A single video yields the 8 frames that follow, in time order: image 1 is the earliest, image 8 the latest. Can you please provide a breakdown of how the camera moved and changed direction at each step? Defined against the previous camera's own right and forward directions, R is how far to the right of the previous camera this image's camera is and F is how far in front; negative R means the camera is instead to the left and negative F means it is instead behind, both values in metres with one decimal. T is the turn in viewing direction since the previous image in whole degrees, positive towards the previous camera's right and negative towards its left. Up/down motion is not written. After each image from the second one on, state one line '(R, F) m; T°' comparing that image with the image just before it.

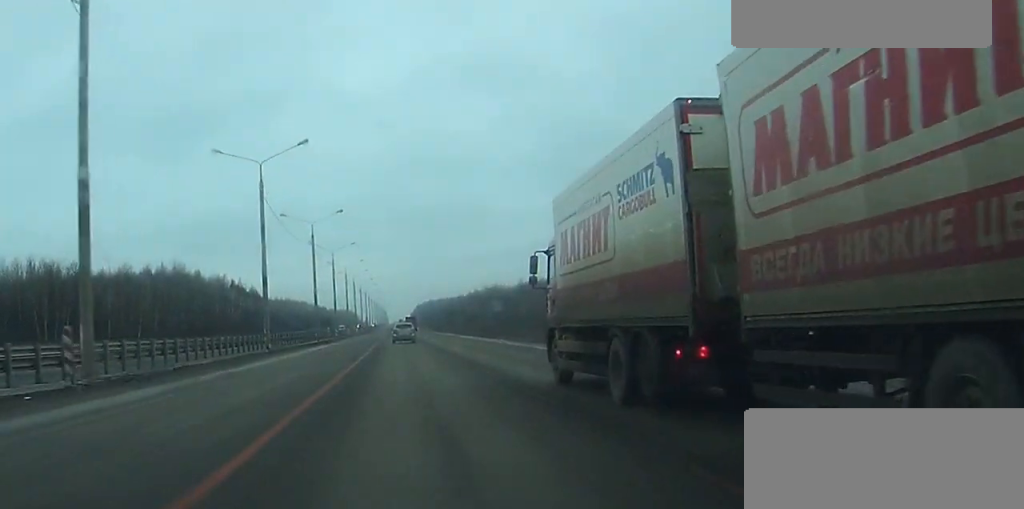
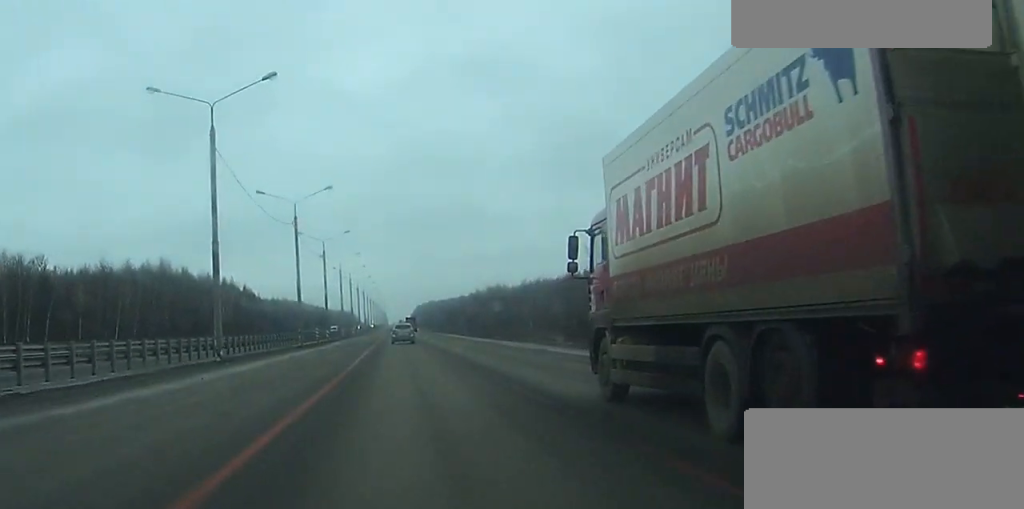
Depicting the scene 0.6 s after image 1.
(0.0, +15.4) m; 0°
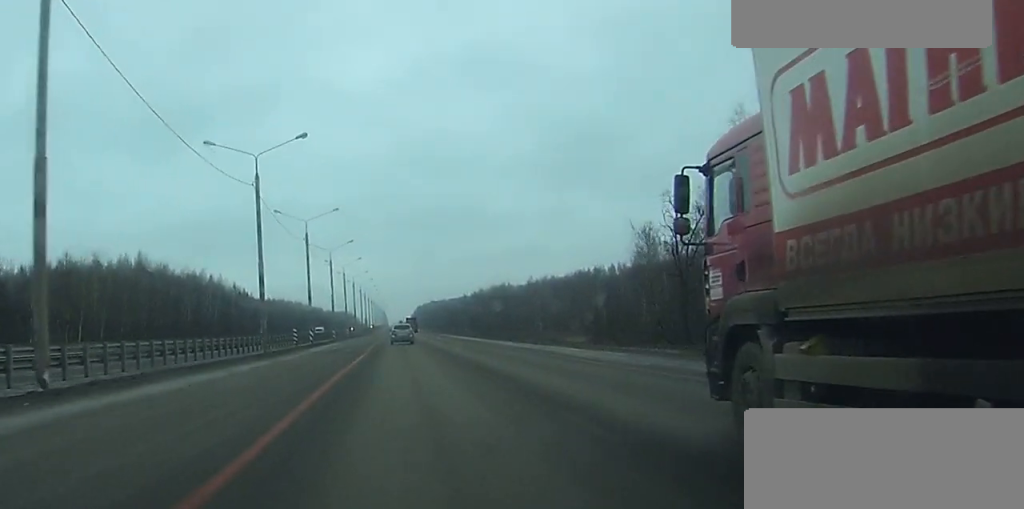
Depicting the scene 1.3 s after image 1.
(0.0, +20.9) m; 0°
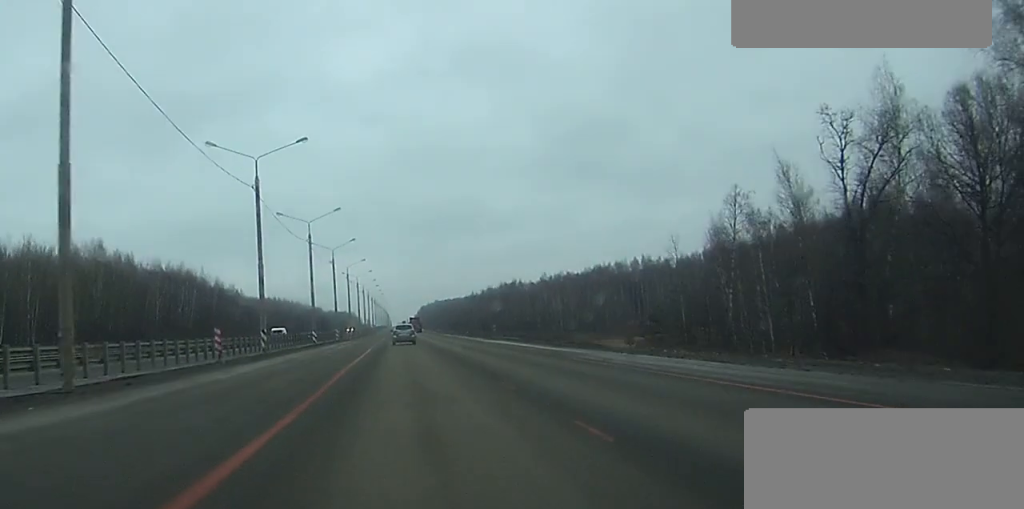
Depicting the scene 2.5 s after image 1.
(-0.1, +32.7) m; 0°
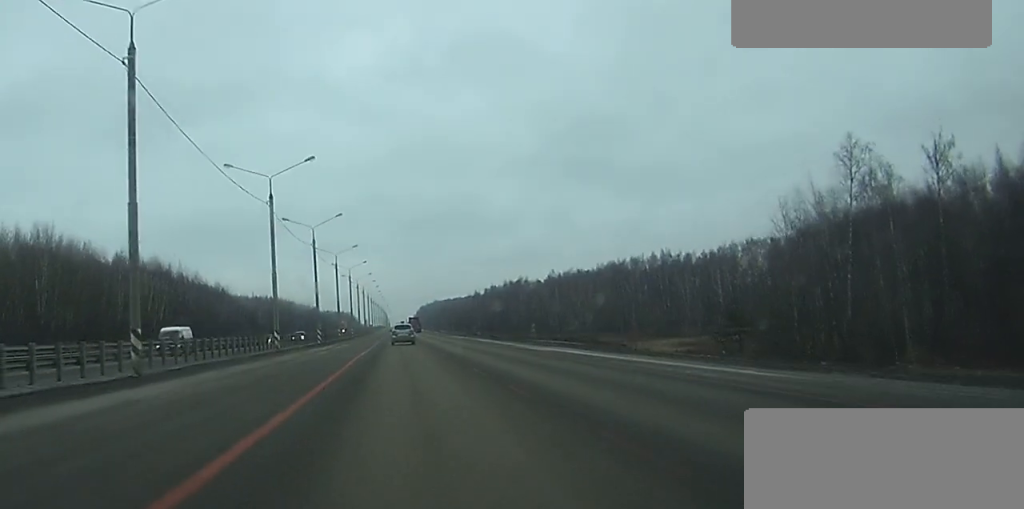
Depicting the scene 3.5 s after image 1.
(-0.1, +26.2) m; 0°
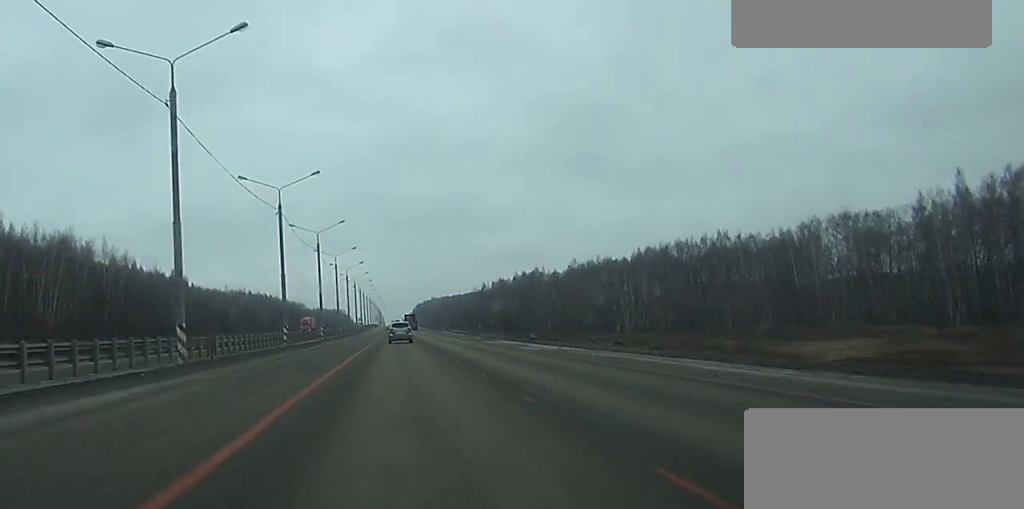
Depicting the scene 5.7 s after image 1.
(+0.3, +57.0) m; +1°
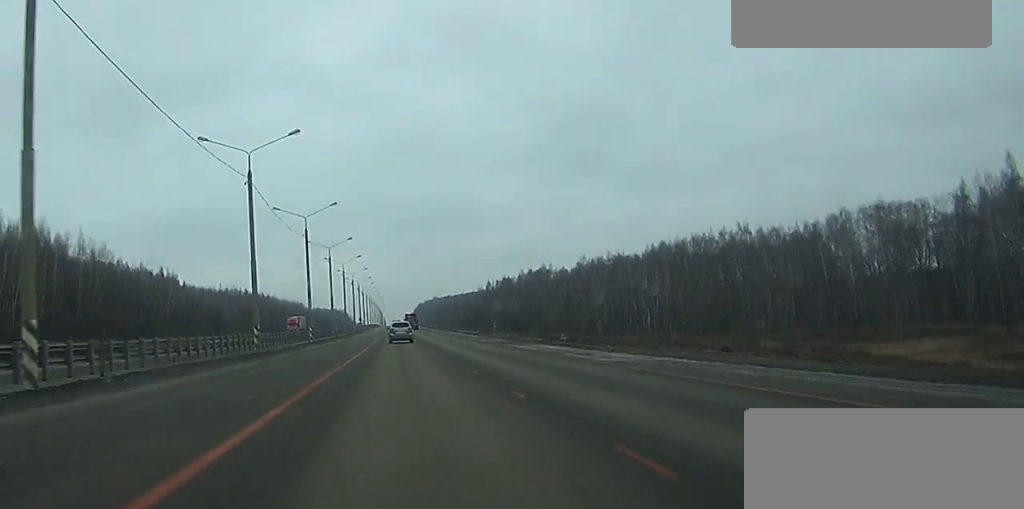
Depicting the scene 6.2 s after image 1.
(0.0, +13.3) m; 0°
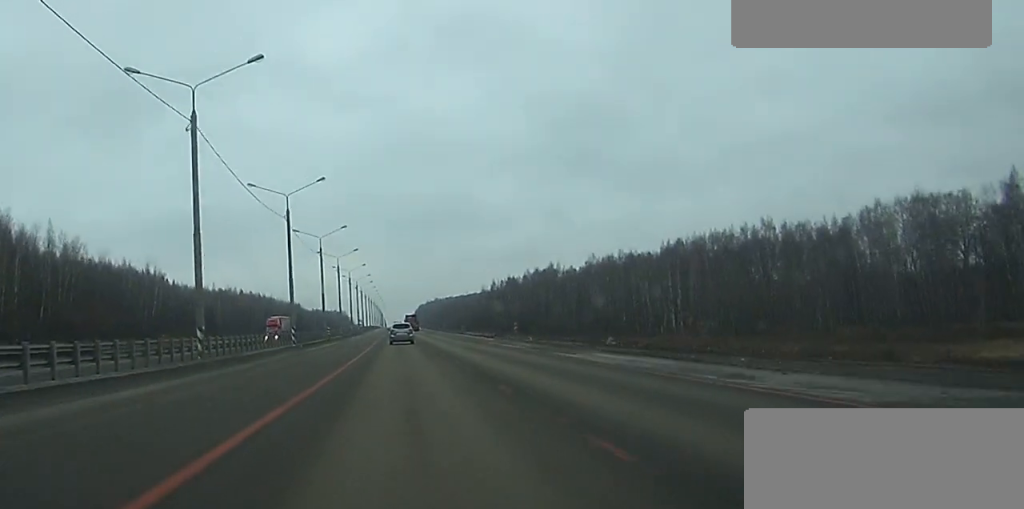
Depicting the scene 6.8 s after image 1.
(0.0, +13.9) m; 0°
